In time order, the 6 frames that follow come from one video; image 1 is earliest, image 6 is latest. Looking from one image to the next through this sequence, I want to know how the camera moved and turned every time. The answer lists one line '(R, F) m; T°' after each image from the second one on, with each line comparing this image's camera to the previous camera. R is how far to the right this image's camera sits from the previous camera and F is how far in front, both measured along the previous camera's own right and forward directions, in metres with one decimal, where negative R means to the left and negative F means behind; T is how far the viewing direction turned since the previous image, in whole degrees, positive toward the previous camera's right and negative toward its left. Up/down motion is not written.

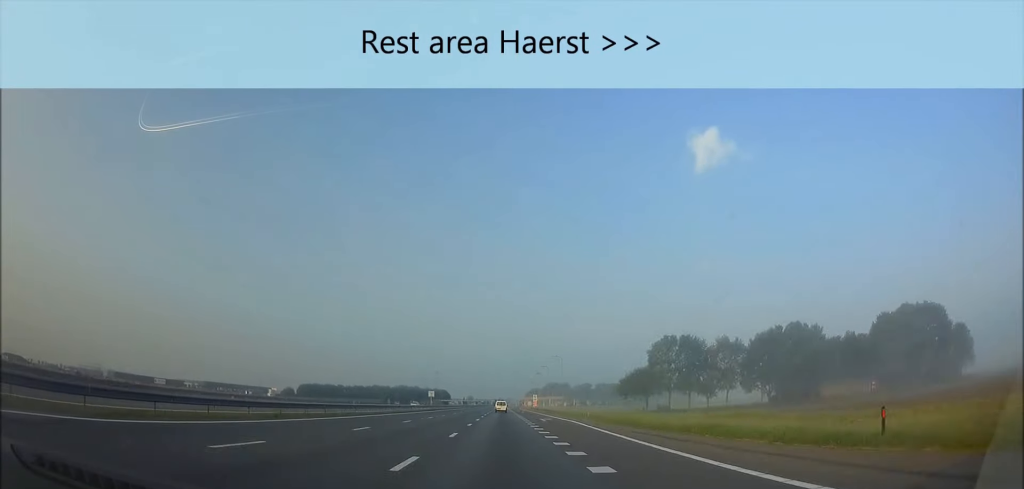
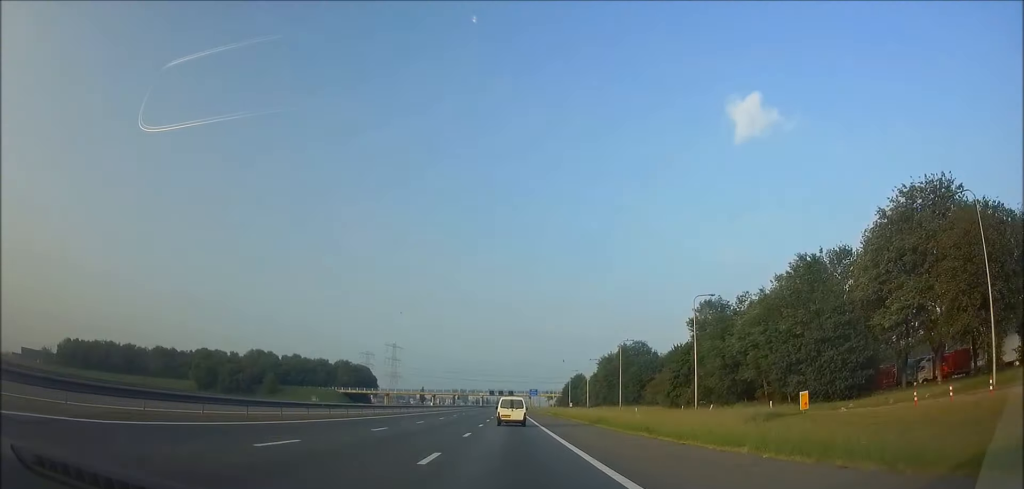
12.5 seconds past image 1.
(-1.1, +420.1) m; -1°
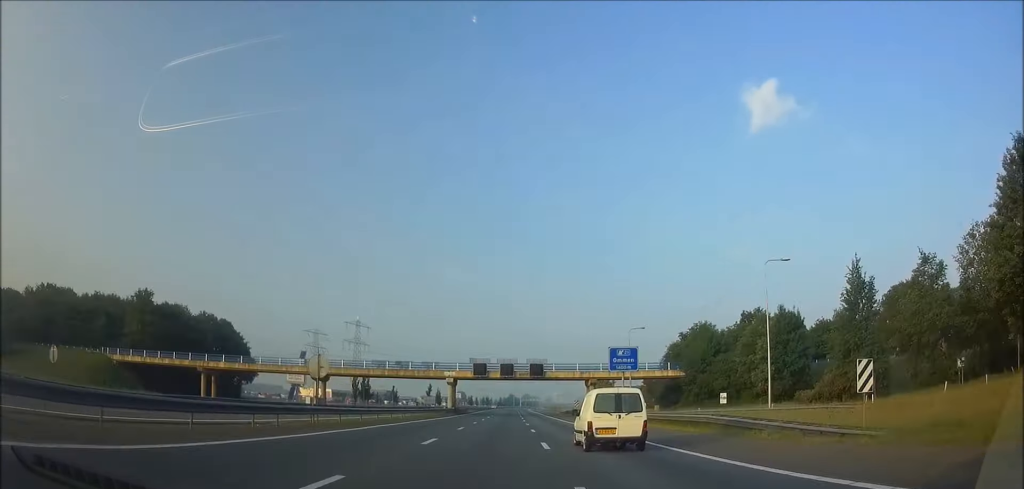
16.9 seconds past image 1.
(-0.4, +151.1) m; 0°
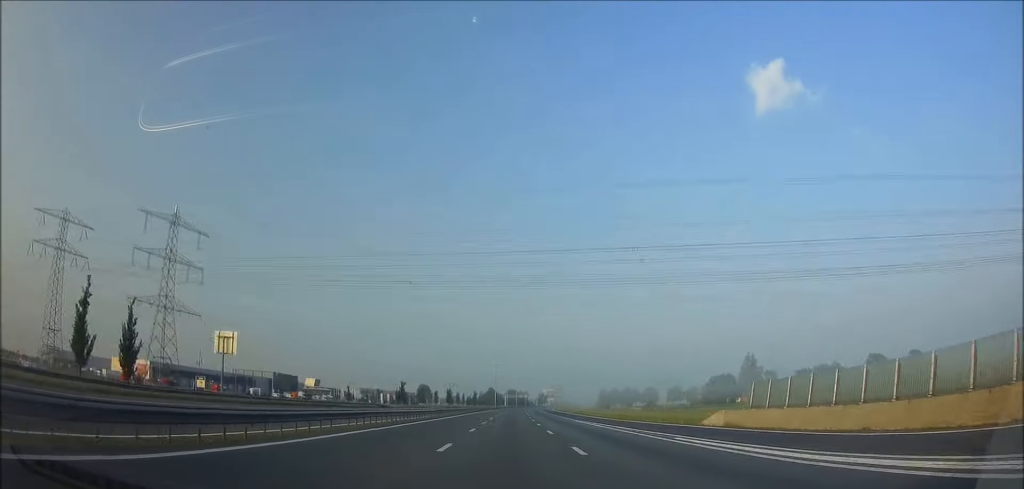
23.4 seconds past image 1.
(+2.8, +220.7) m; +2°
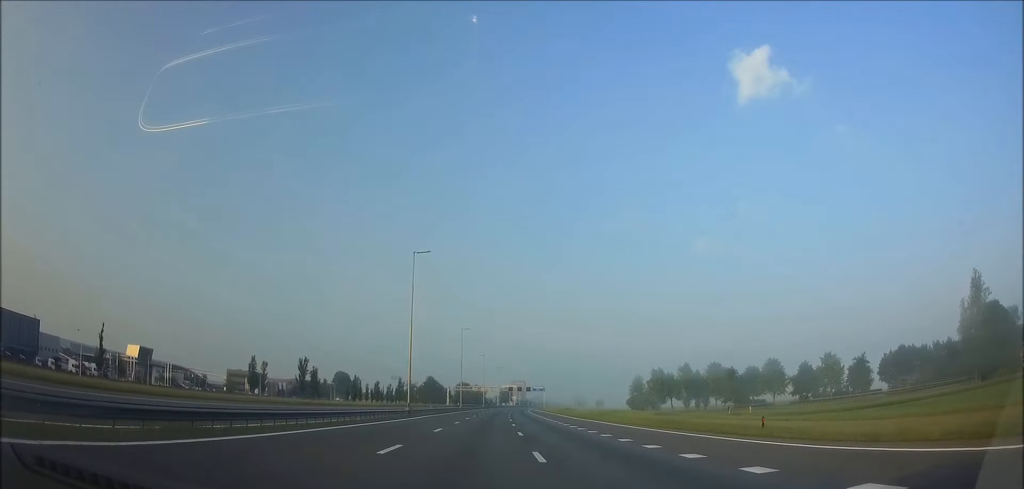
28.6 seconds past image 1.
(+6.2, +179.8) m; +4°
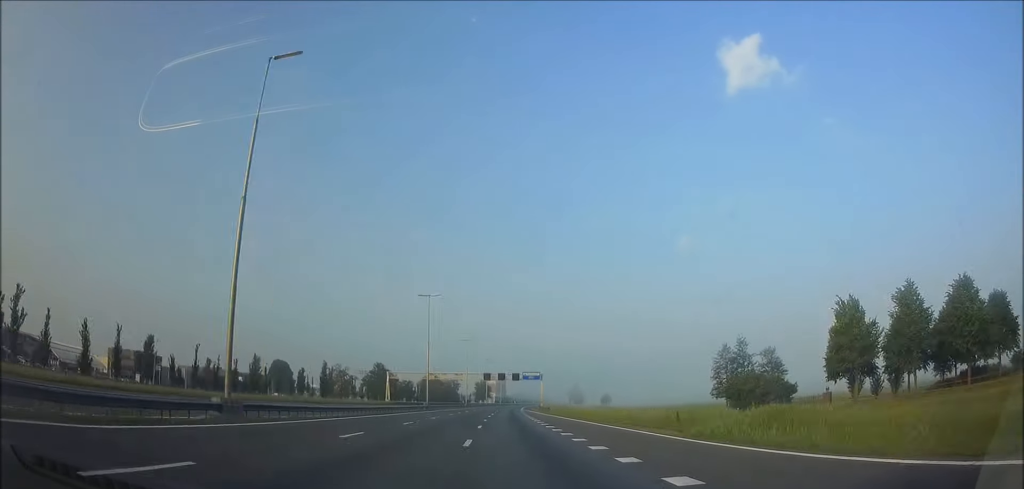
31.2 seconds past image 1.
(+1.1, +92.2) m; +2°
